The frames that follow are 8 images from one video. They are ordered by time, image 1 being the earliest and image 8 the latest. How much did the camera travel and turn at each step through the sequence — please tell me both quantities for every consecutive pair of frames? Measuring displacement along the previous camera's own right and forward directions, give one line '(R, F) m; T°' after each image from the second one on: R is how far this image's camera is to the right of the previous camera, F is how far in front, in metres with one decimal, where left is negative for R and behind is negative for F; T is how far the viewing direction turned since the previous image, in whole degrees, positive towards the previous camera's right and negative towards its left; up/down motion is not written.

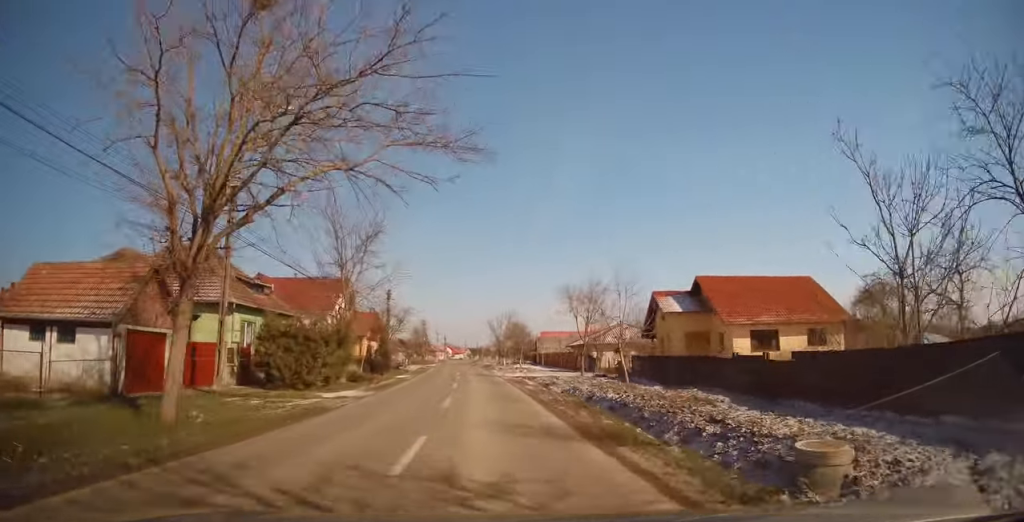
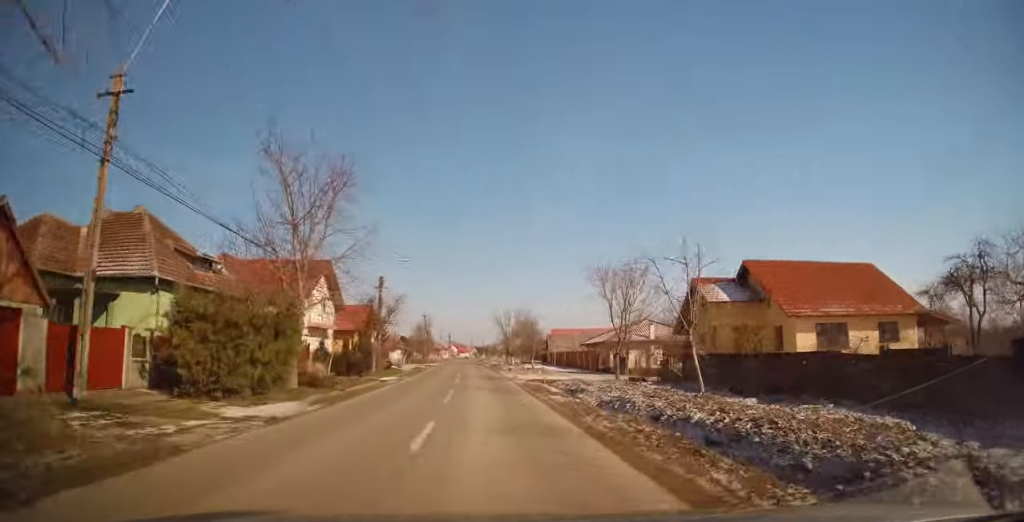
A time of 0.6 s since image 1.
(+0.1, +7.2) m; 0°
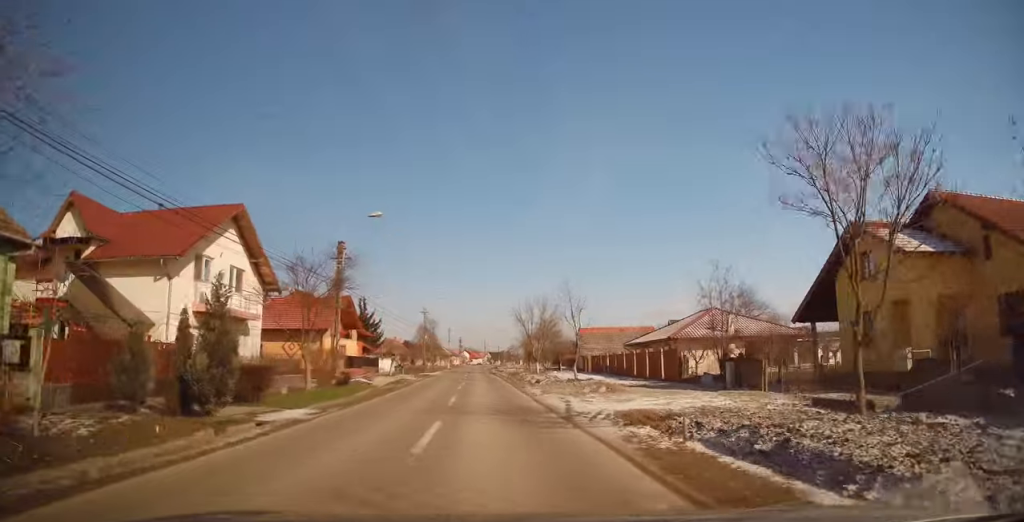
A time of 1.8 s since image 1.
(+0.1, +16.9) m; +1°
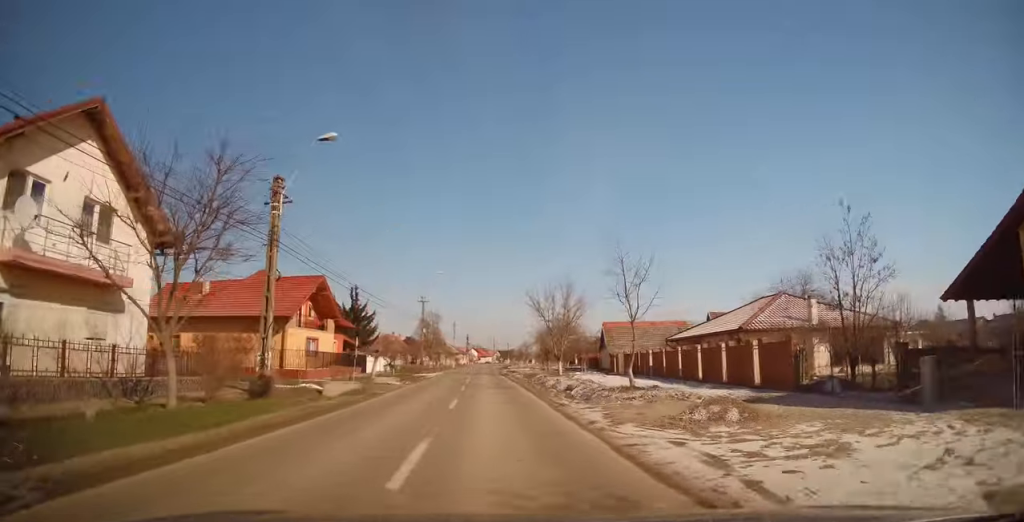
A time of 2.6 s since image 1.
(+0.1, +10.9) m; -1°
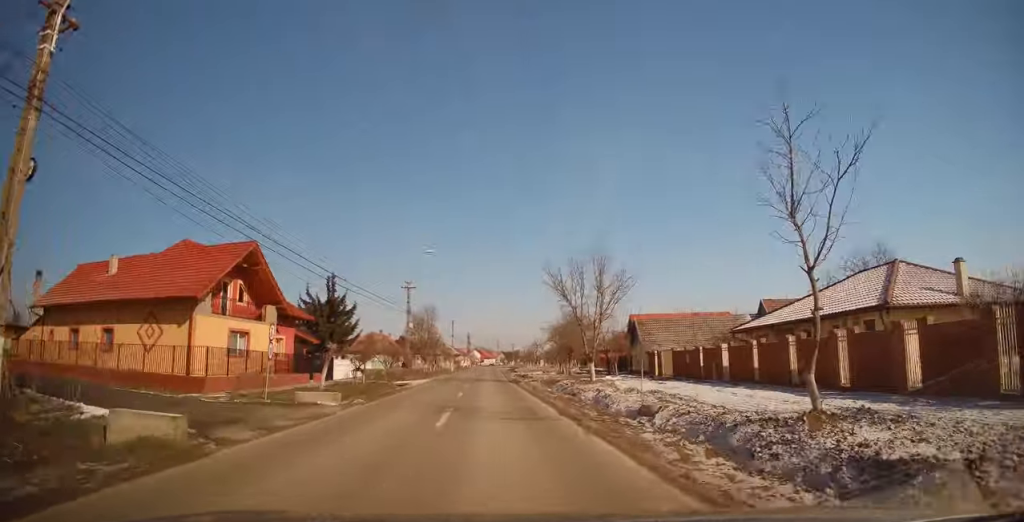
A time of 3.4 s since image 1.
(-0.3, +12.3) m; -2°
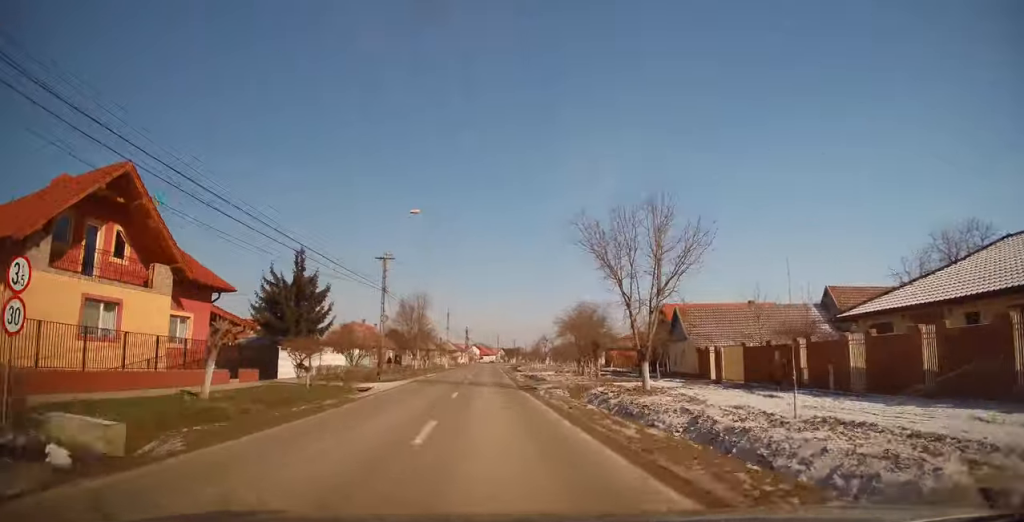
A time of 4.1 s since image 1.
(-0.2, +10.7) m; -1°
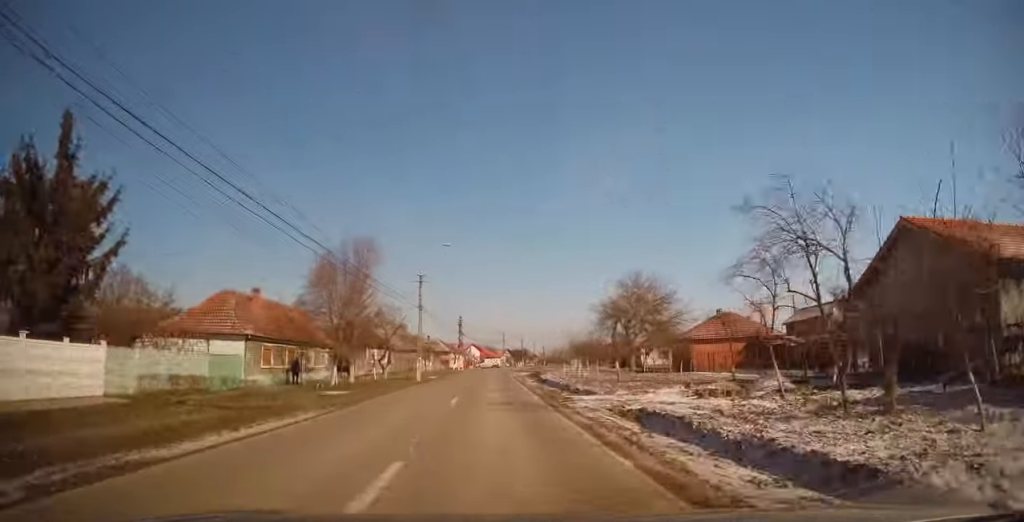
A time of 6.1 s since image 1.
(+0.1, +32.5) m; +1°
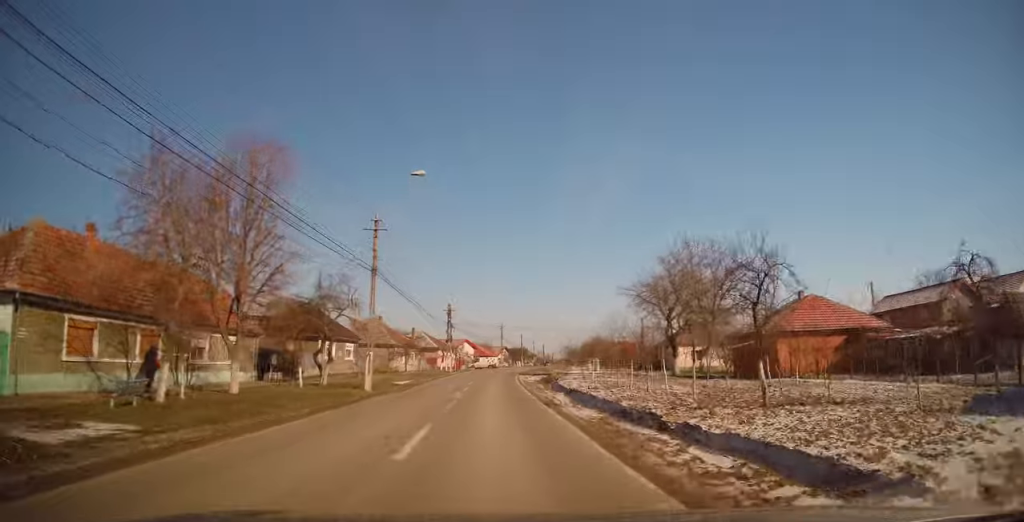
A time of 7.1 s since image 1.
(+0.2, +16.1) m; +2°
